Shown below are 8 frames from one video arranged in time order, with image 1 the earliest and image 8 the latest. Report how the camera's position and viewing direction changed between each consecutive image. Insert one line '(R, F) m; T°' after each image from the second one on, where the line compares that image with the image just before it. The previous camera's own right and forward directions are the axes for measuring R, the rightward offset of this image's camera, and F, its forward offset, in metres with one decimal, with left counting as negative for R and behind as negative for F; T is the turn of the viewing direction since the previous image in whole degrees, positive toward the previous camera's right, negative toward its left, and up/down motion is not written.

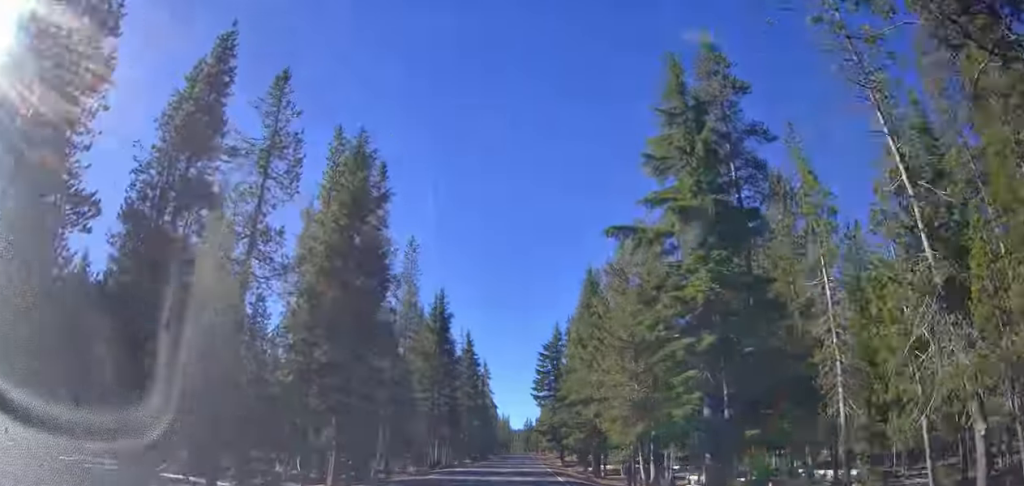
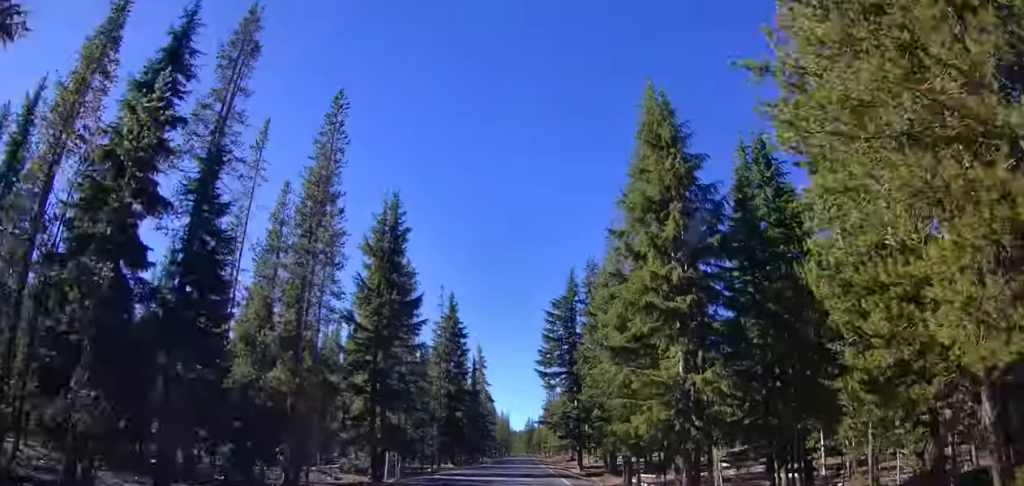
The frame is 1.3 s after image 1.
(-0.1, +26.1) m; 0°
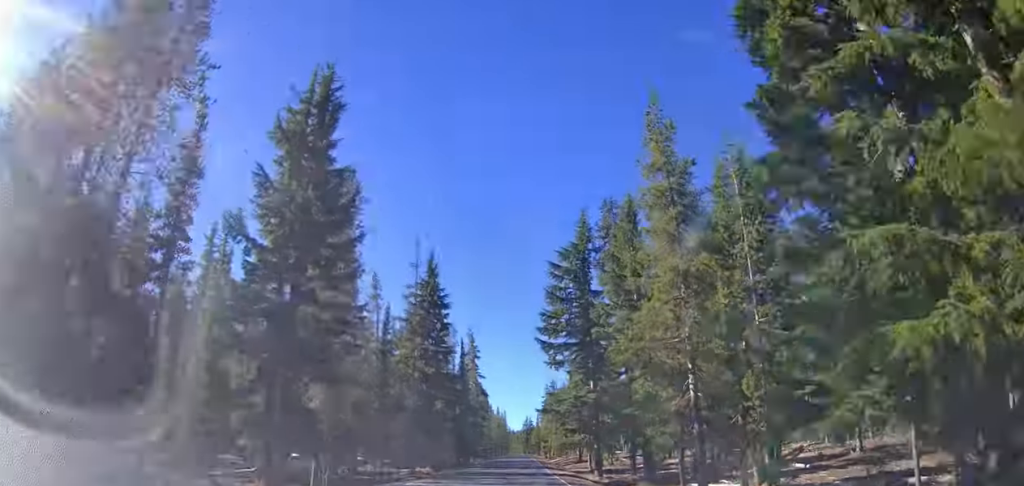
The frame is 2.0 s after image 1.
(0.0, +15.7) m; 0°
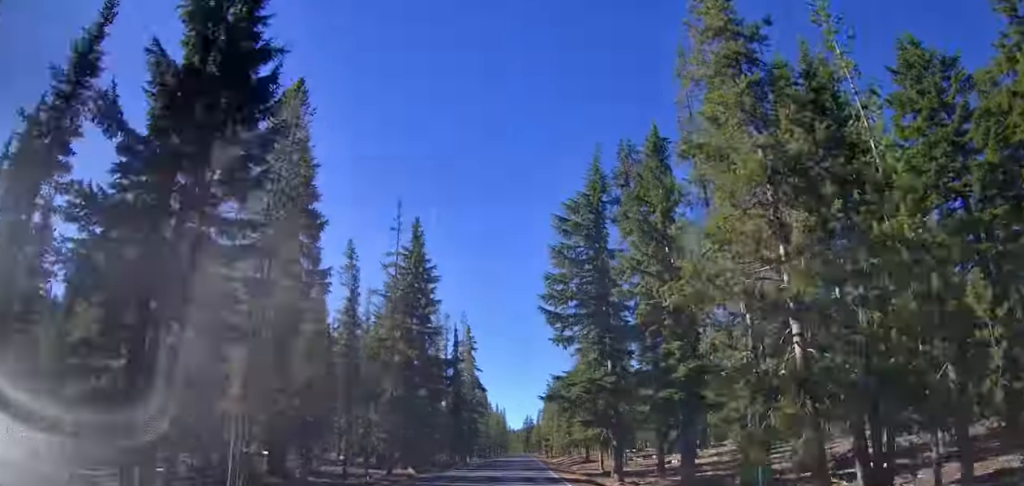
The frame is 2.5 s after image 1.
(+0.1, +8.8) m; 0°
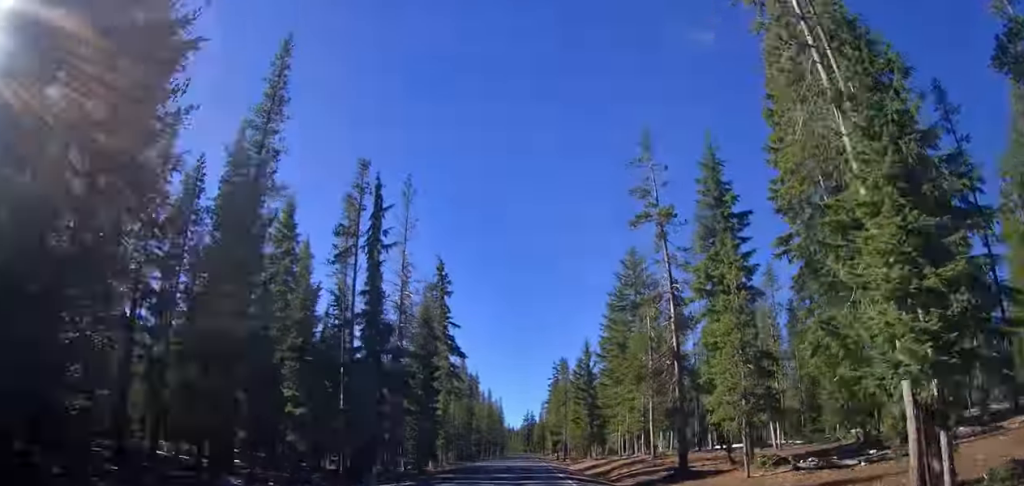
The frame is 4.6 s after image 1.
(-0.5, +42.9) m; -1°
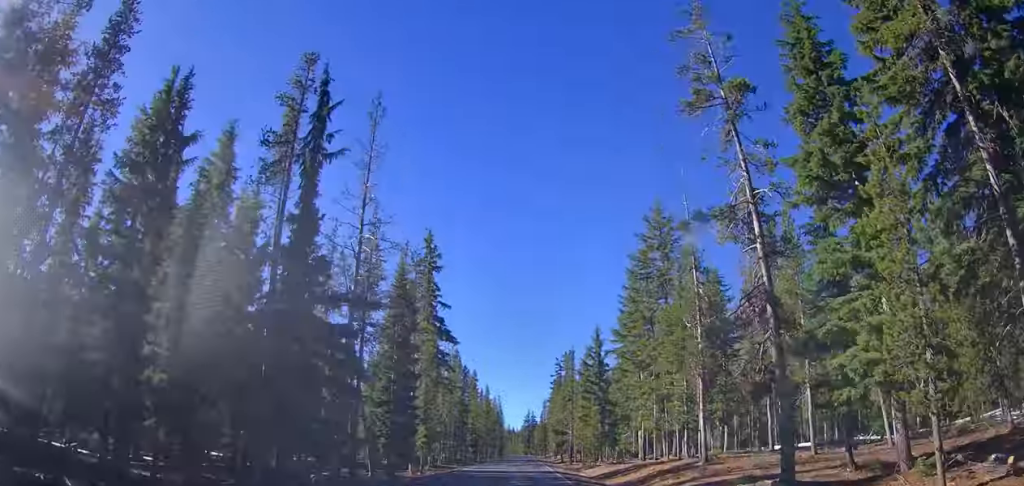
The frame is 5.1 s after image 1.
(-0.1, +11.8) m; 0°
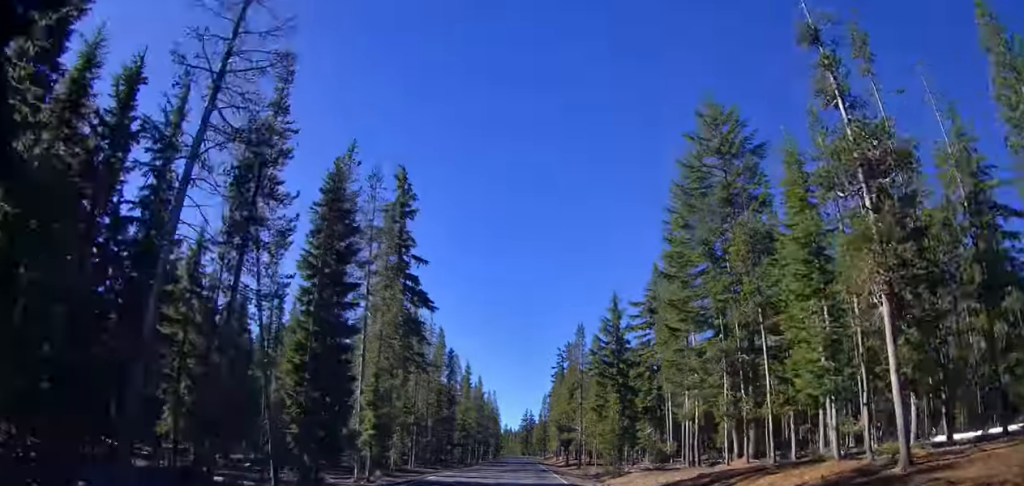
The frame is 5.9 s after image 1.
(-0.1, +16.6) m; 0°
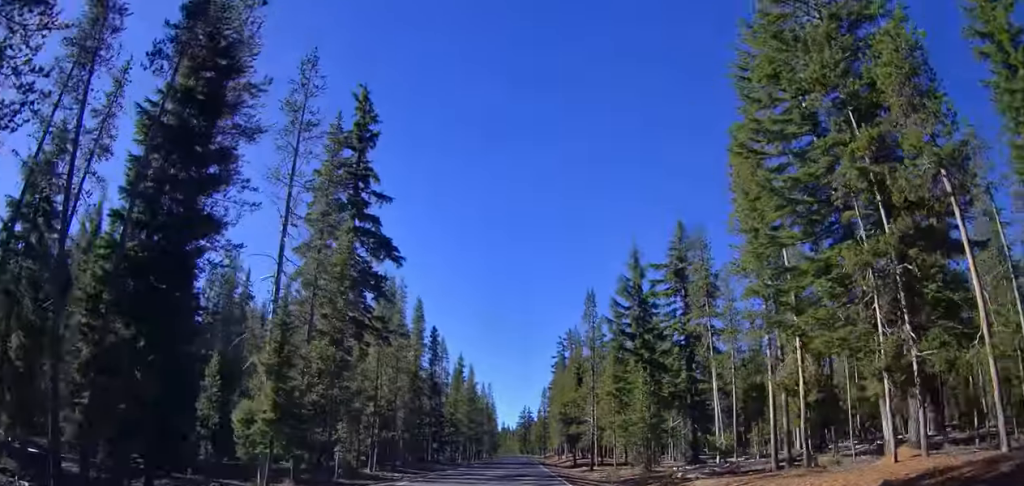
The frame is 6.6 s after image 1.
(0.0, +13.9) m; 0°
